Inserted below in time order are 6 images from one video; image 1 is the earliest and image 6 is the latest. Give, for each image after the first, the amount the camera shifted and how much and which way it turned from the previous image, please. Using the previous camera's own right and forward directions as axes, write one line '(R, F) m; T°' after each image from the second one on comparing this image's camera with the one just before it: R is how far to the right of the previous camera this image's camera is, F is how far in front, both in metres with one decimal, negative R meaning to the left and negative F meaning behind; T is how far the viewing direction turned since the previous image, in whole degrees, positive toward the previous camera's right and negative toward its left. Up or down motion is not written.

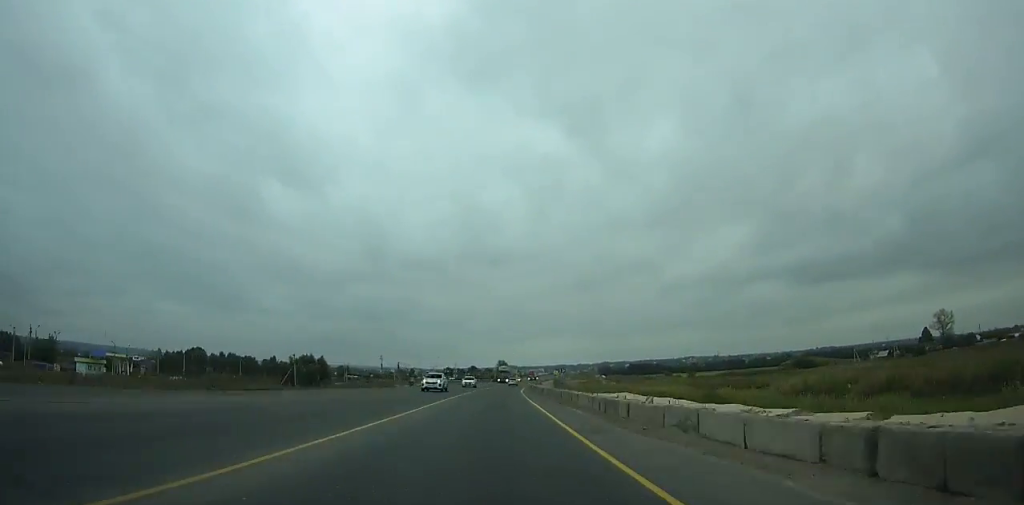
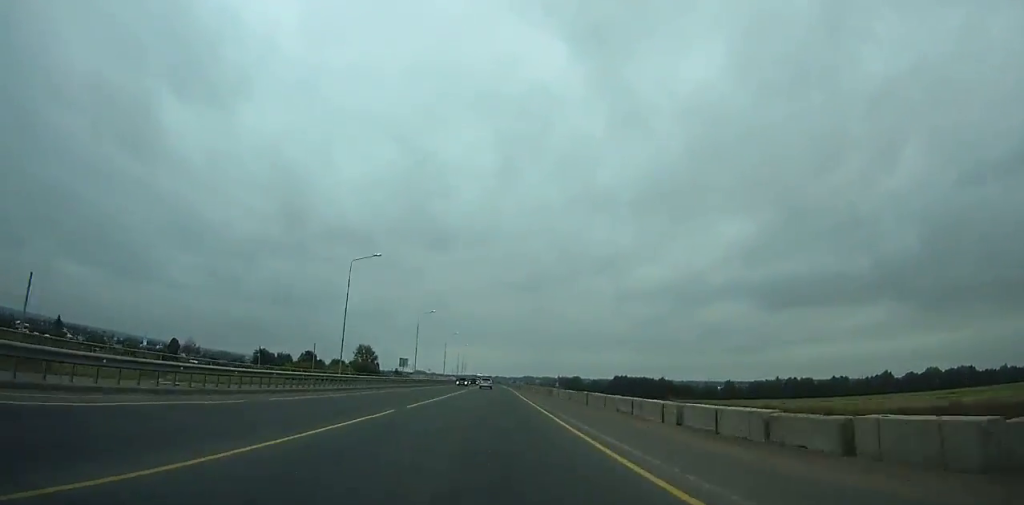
(+27.9, +342.8) m; +8°
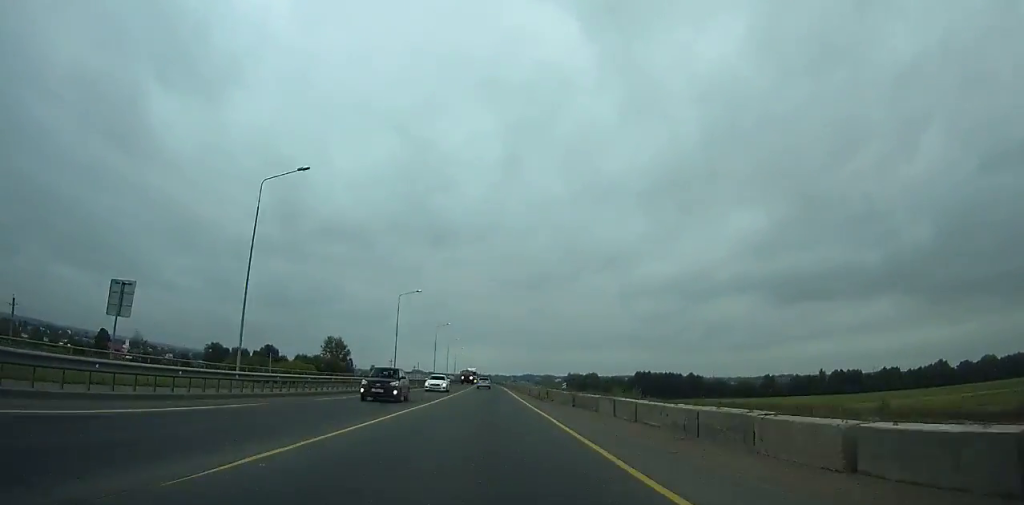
(+0.1, +60.9) m; 0°
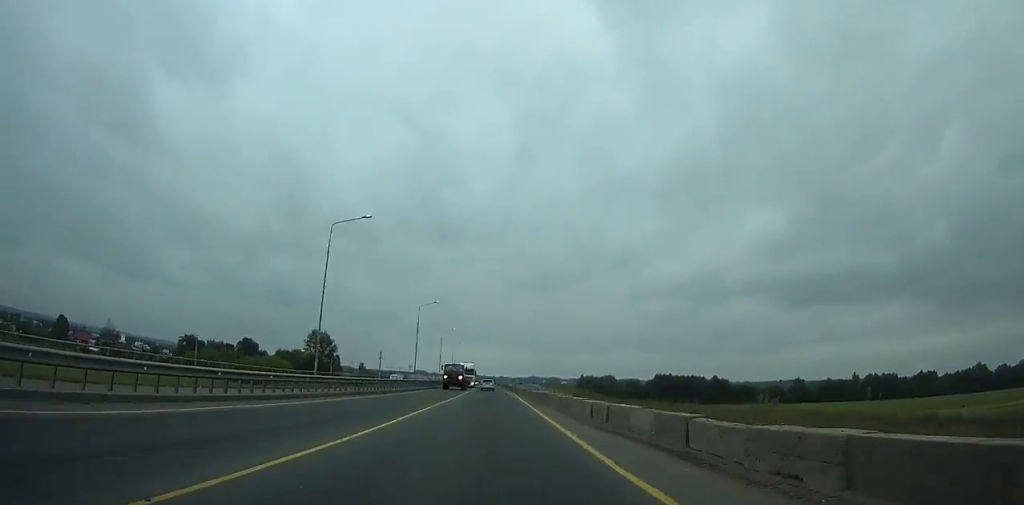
(+0.1, +32.3) m; 0°
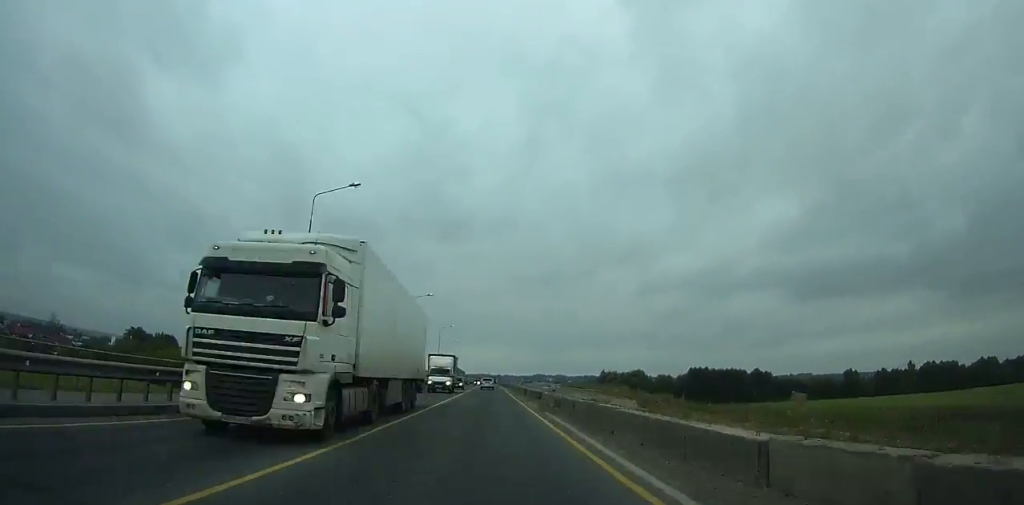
(-0.2, +46.4) m; 0°
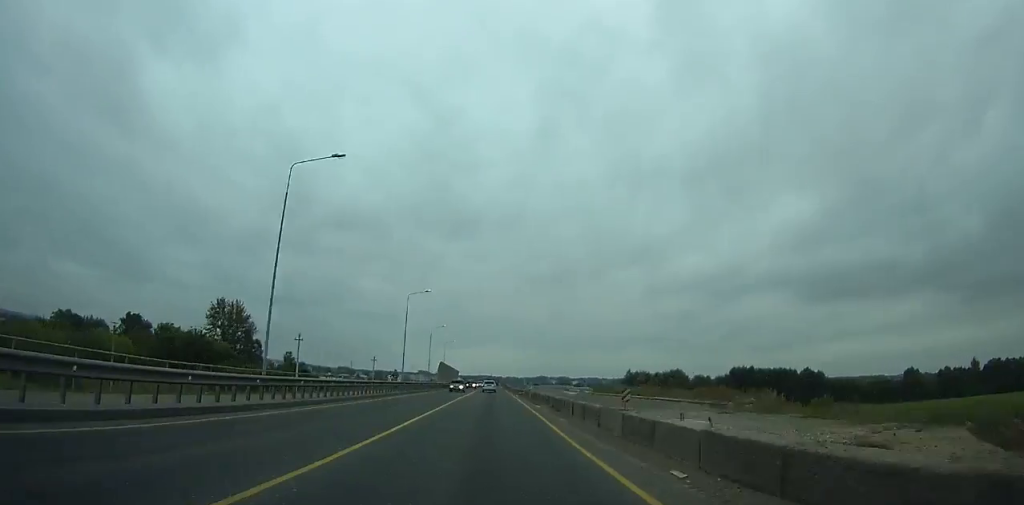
(-0.1, +45.3) m; 0°
